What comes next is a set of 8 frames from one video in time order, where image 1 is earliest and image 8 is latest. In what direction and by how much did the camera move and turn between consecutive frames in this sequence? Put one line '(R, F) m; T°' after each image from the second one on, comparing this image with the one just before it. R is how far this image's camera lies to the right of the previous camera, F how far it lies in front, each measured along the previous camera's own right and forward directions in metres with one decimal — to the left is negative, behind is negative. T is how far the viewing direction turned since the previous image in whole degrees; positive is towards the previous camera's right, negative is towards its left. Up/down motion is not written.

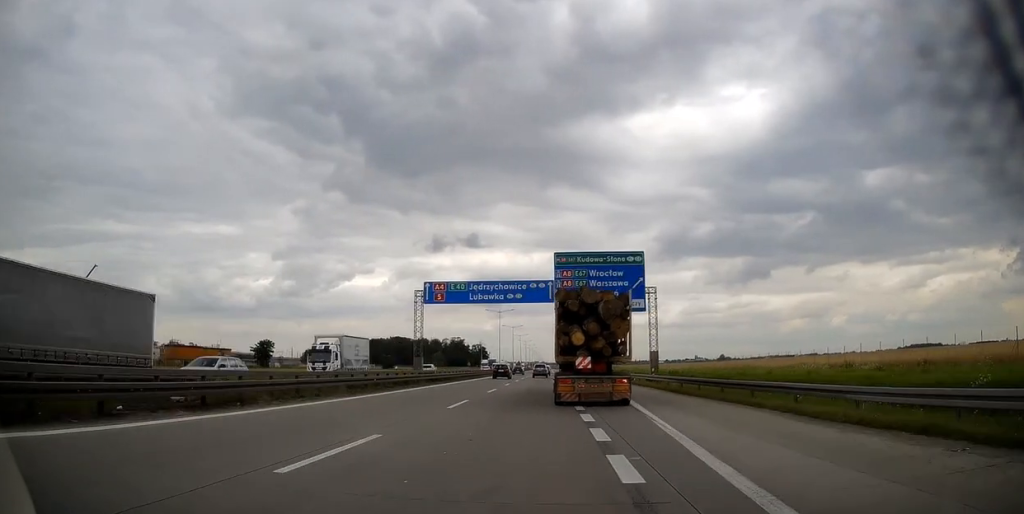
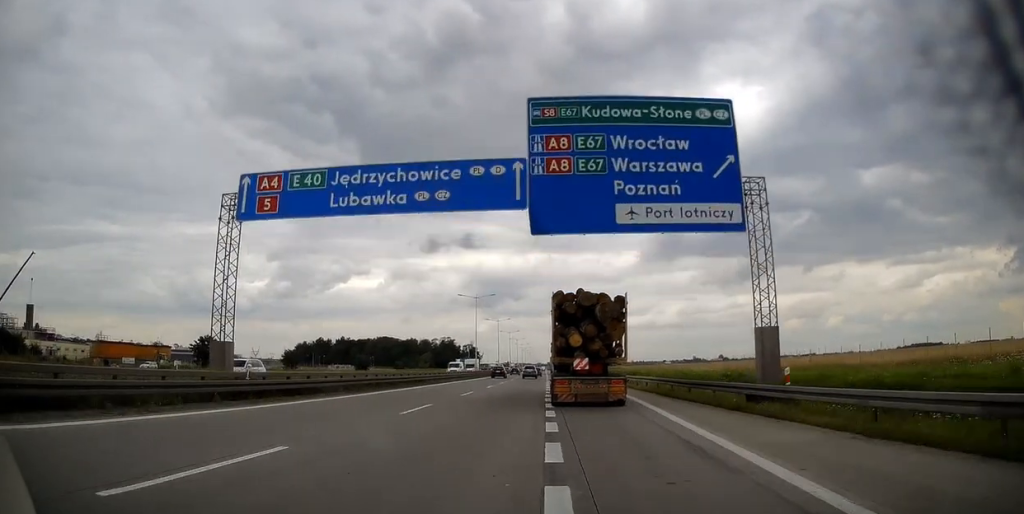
(+0.3, +26.5) m; 0°
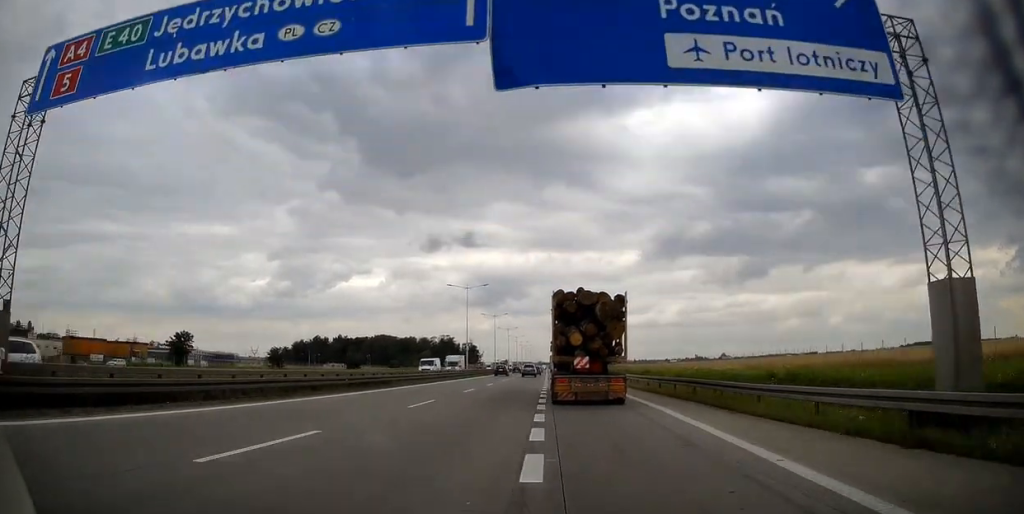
(+0.1, +9.9) m; 0°
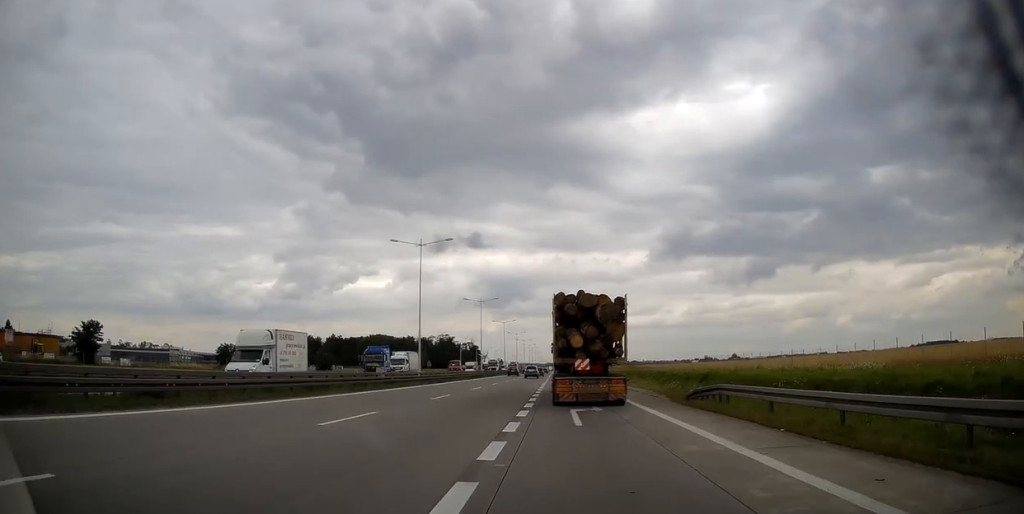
(-0.3, +30.4) m; 0°
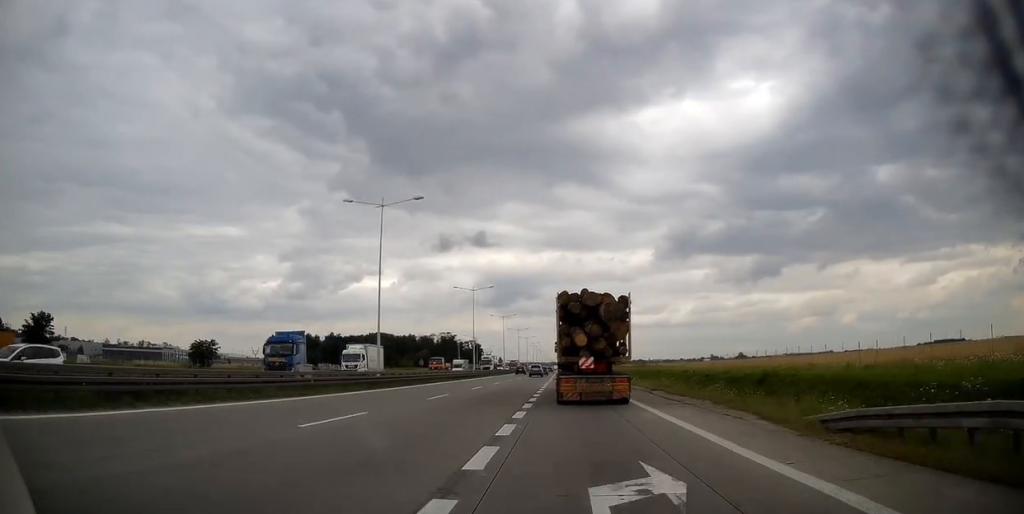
(+0.3, +13.0) m; 0°
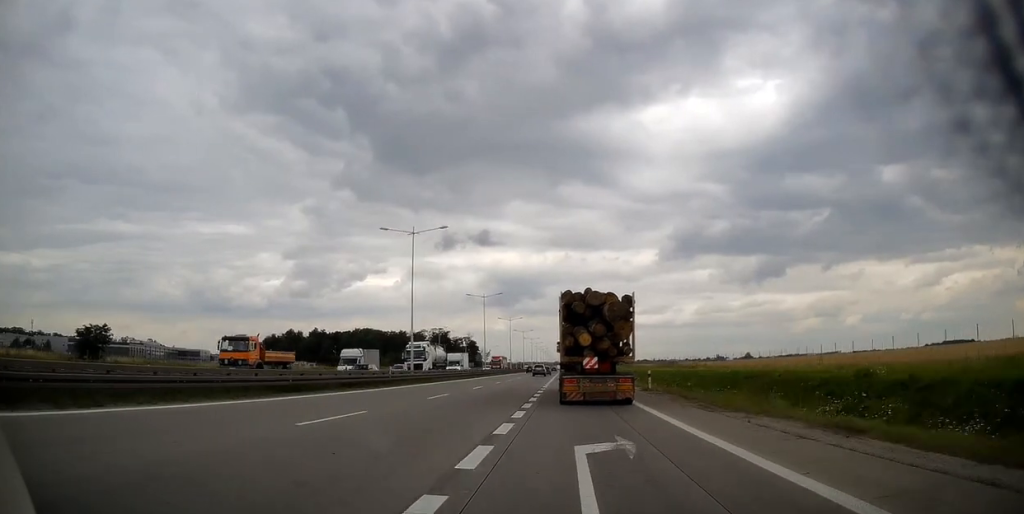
(-0.5, +36.0) m; -1°
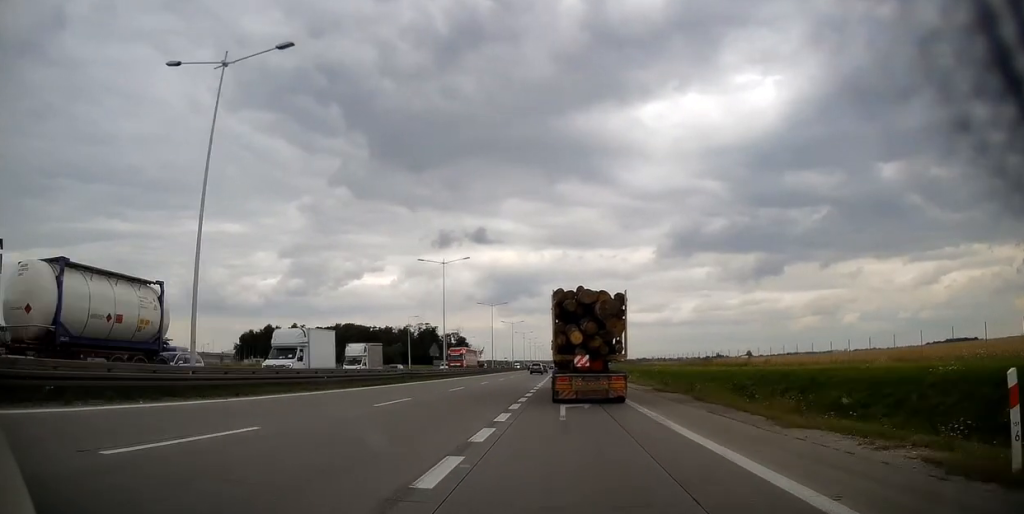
(0.0, +29.7) m; 0°
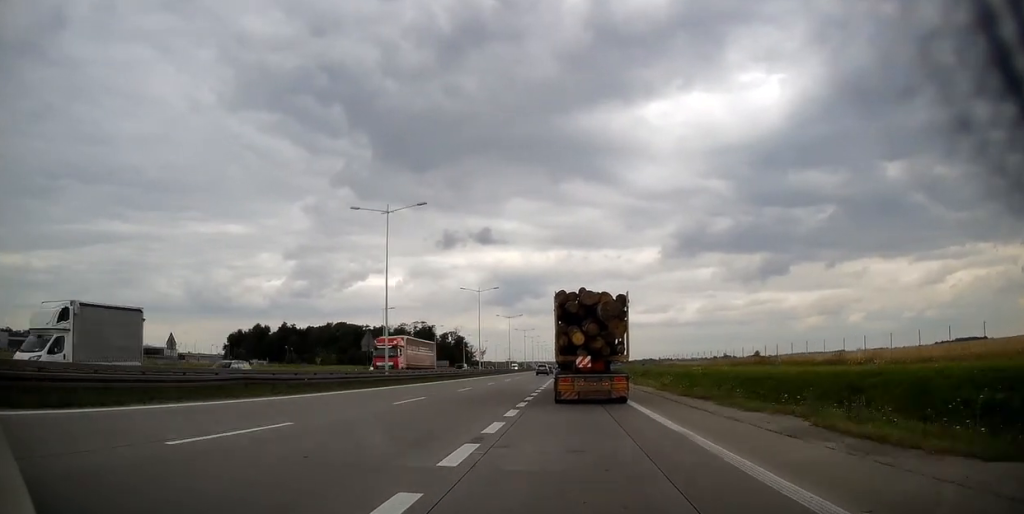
(+0.2, +22.6) m; 0°
